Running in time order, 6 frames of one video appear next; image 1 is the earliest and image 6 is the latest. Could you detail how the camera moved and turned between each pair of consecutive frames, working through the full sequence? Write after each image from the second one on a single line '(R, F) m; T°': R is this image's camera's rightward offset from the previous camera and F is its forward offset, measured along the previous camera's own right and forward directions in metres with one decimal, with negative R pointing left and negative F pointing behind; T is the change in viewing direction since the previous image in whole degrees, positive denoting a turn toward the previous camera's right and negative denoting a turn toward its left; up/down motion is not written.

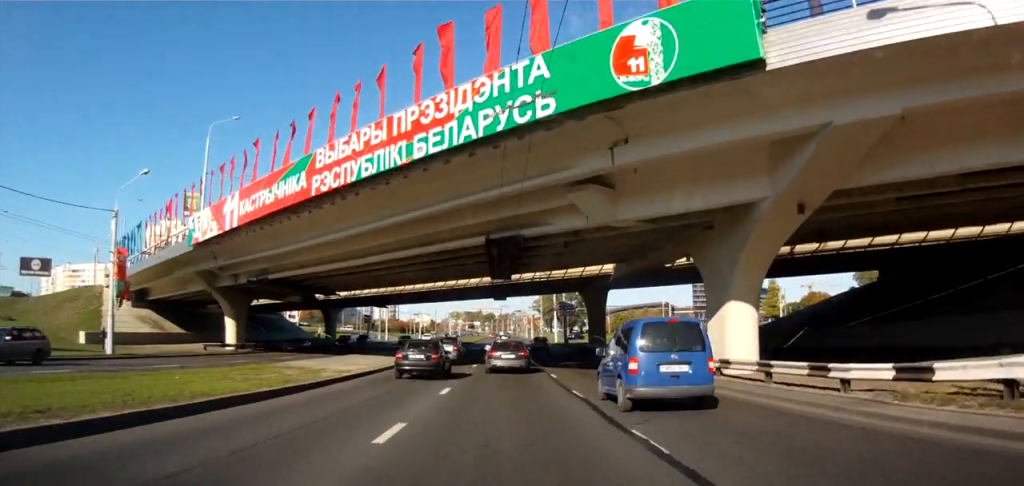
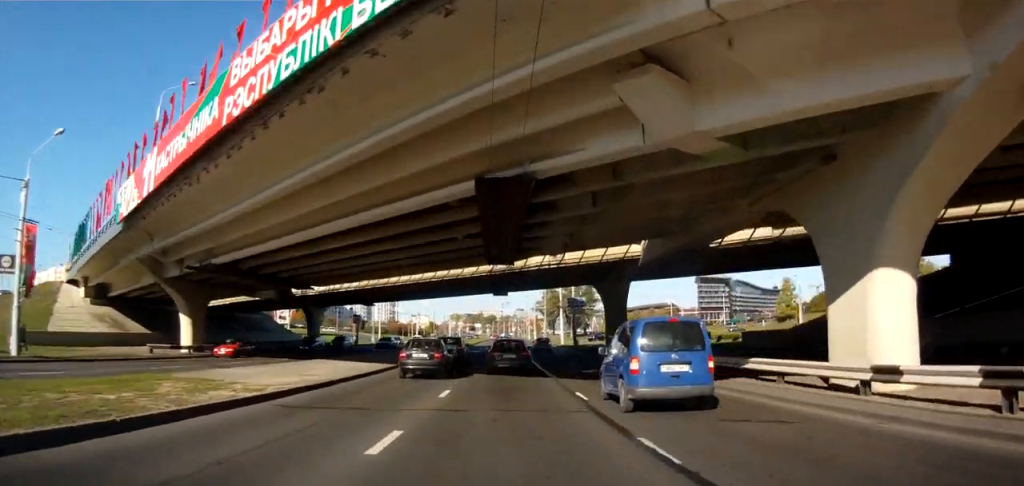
(+0.2, +8.0) m; 0°
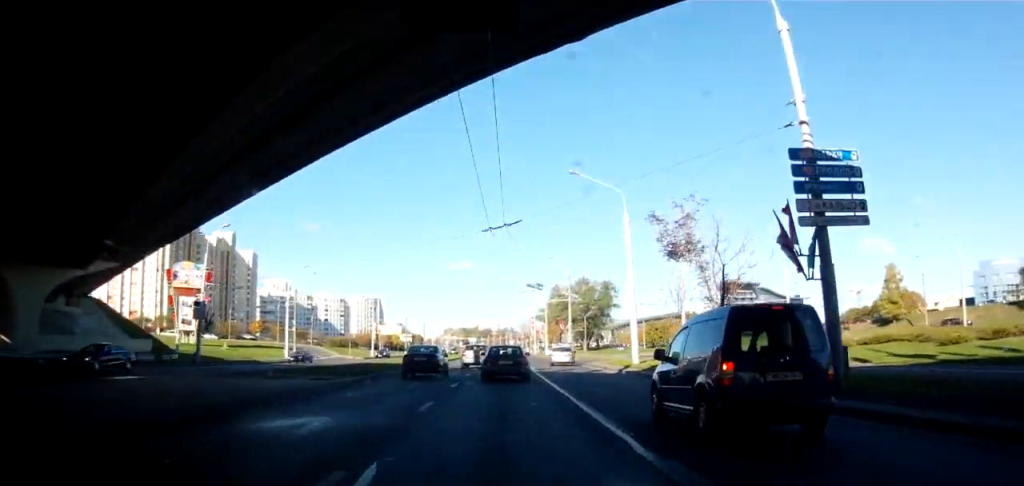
(+0.1, +48.3) m; 0°
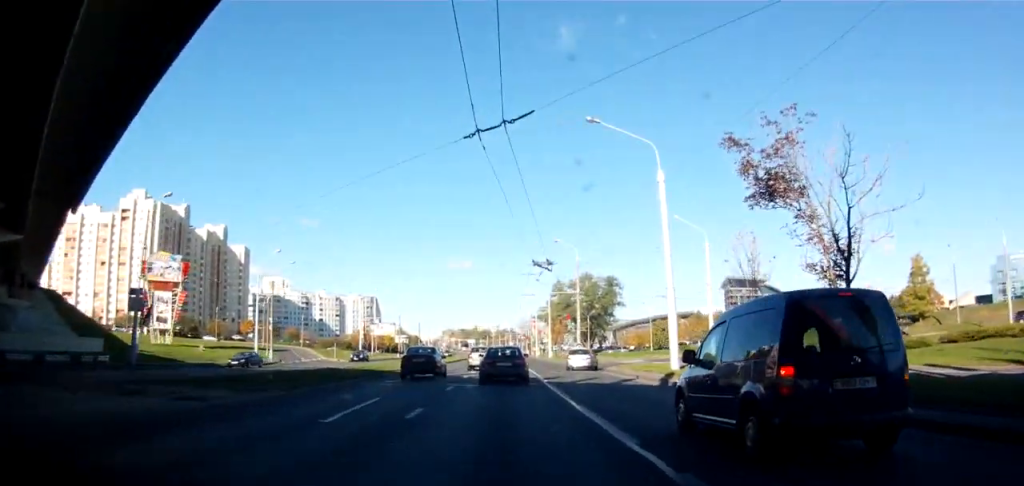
(+0.5, +8.4) m; -3°
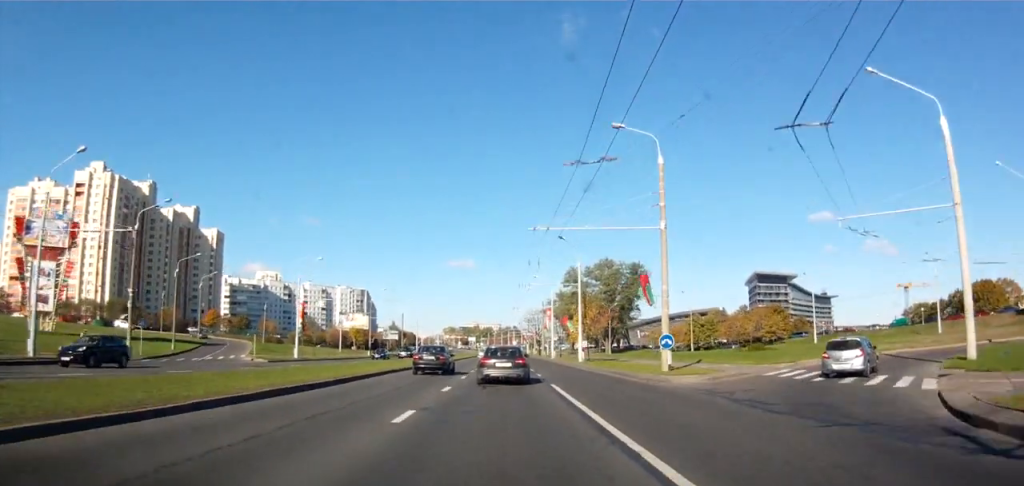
(-1.5, +32.1) m; +1°
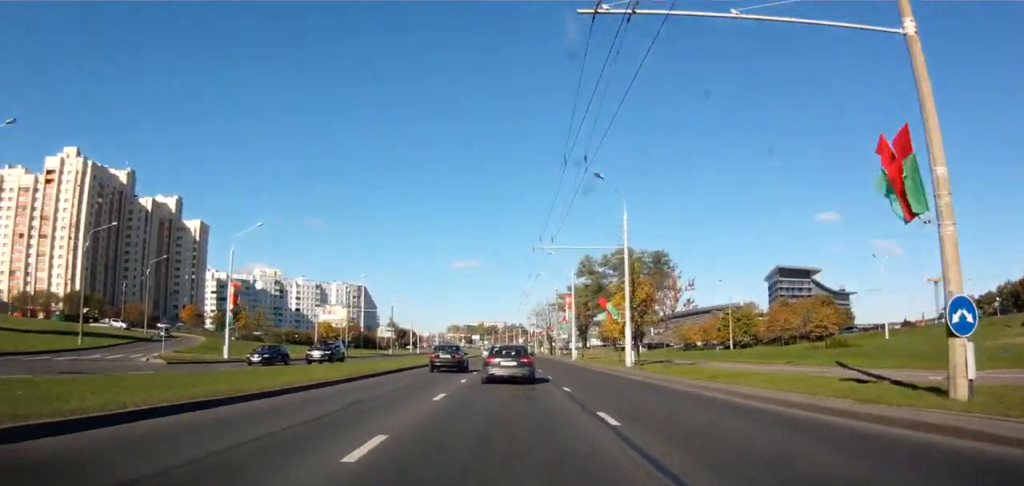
(+0.6, +19.6) m; +2°
